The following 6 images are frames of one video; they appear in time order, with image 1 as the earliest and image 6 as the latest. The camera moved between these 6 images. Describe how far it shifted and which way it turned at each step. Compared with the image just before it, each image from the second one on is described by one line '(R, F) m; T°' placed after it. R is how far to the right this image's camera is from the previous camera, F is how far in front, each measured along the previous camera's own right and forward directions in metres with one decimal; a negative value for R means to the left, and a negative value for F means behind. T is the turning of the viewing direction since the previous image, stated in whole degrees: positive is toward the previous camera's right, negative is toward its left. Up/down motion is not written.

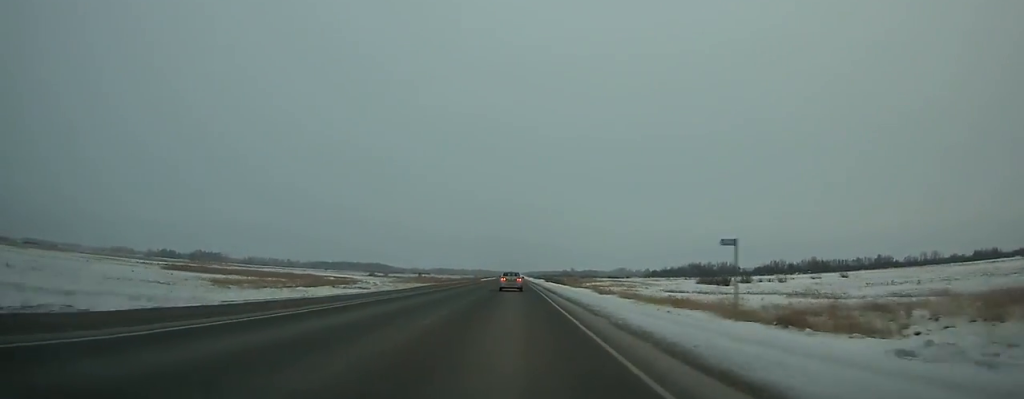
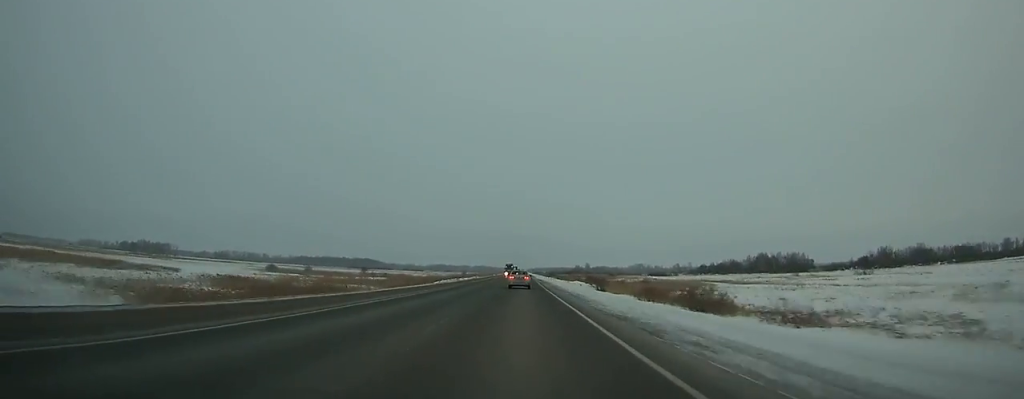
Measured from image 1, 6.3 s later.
(+0.4, +157.6) m; 0°
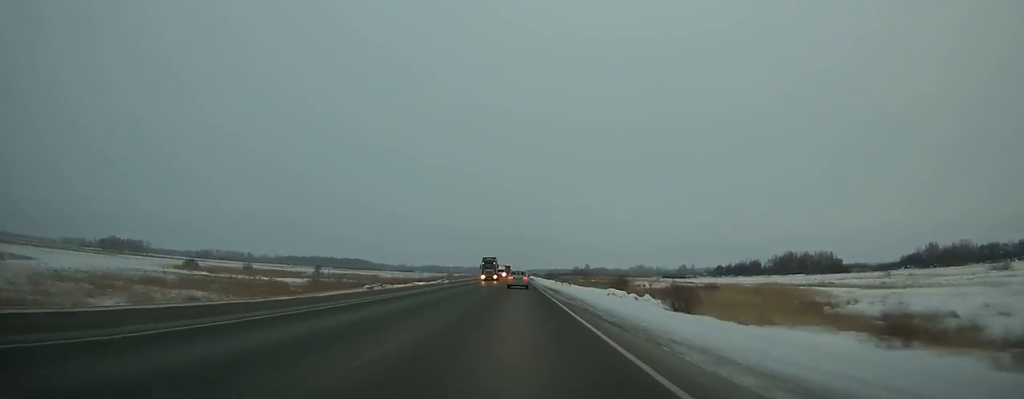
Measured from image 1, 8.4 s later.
(+0.1, +53.3) m; 0°
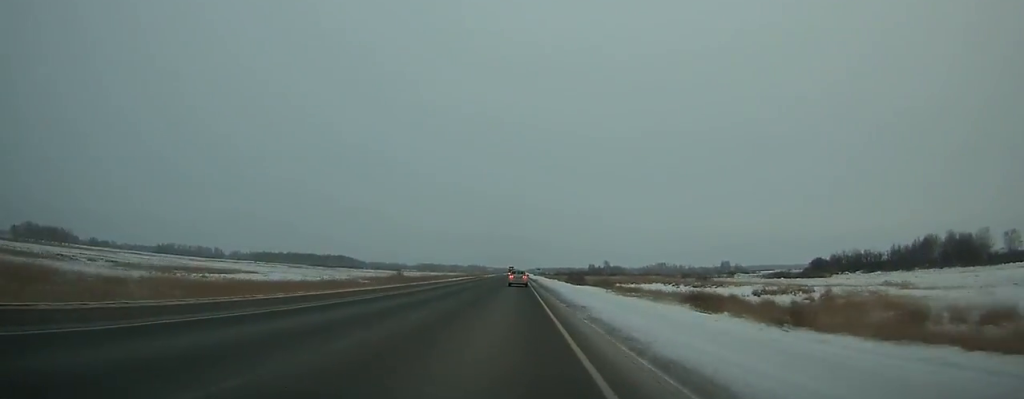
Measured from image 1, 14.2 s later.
(0.0, +149.5) m; 0°
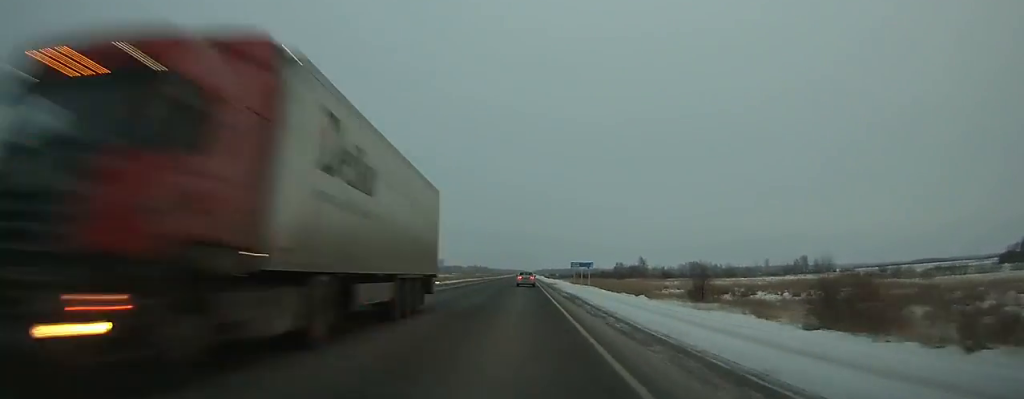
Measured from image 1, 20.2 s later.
(-0.5, +159.1) m; 0°
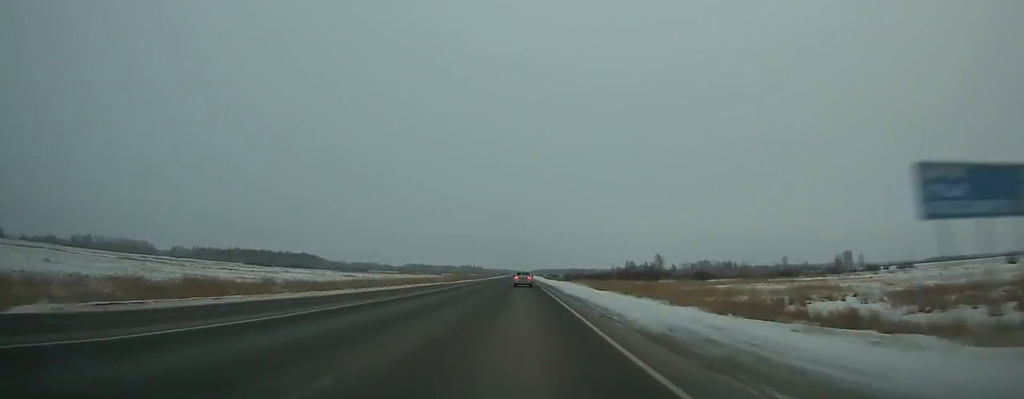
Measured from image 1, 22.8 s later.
(+0.2, +69.7) m; 0°
